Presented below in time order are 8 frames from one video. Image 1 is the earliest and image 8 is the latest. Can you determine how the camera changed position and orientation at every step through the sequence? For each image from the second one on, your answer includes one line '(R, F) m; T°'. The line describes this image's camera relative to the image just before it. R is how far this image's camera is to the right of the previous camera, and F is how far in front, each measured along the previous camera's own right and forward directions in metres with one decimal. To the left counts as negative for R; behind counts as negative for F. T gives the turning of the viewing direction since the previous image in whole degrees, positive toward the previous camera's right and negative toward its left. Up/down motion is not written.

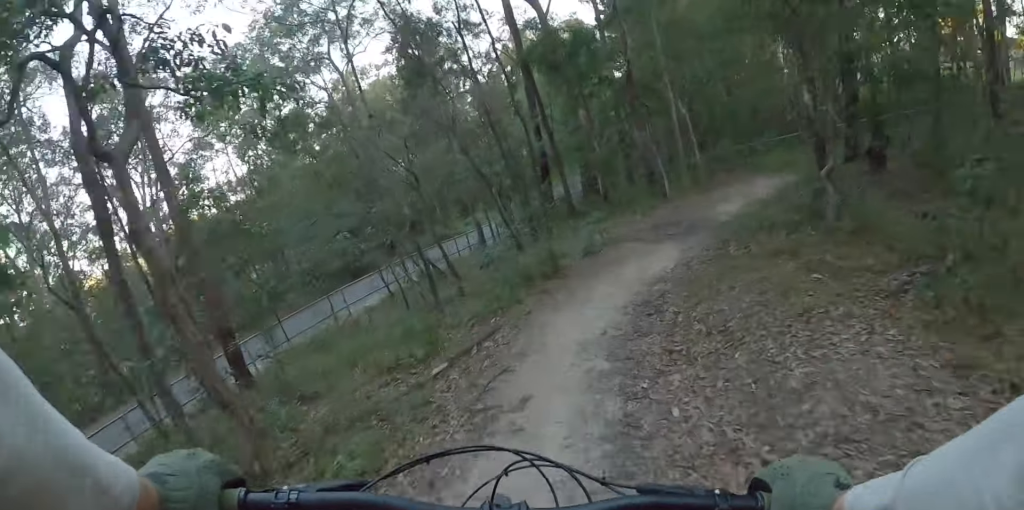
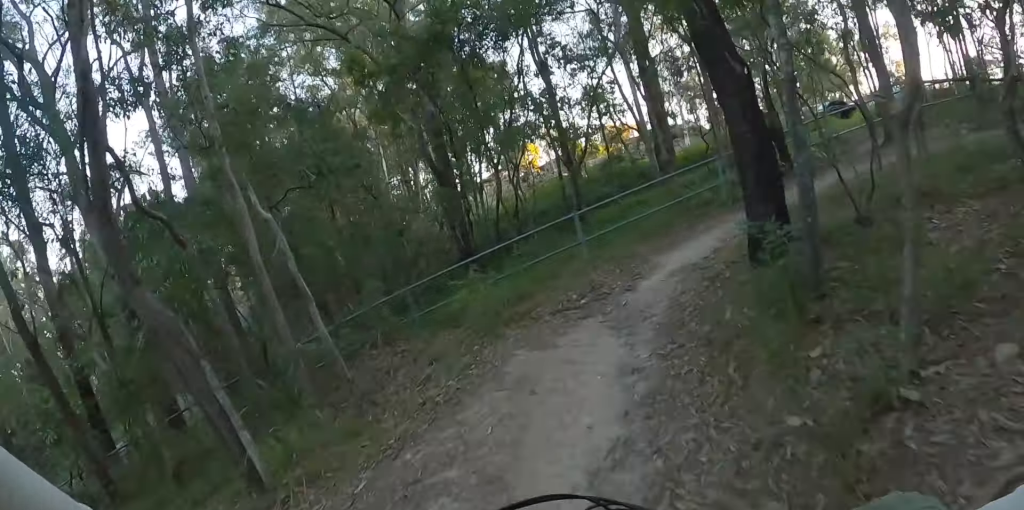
(+0.9, +6.0) m; +44°
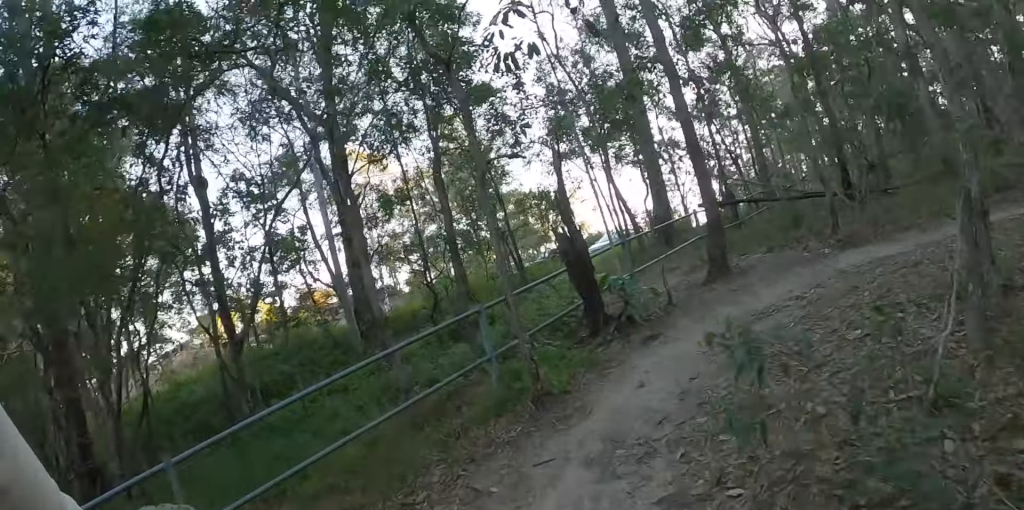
(+2.9, +2.5) m; +76°
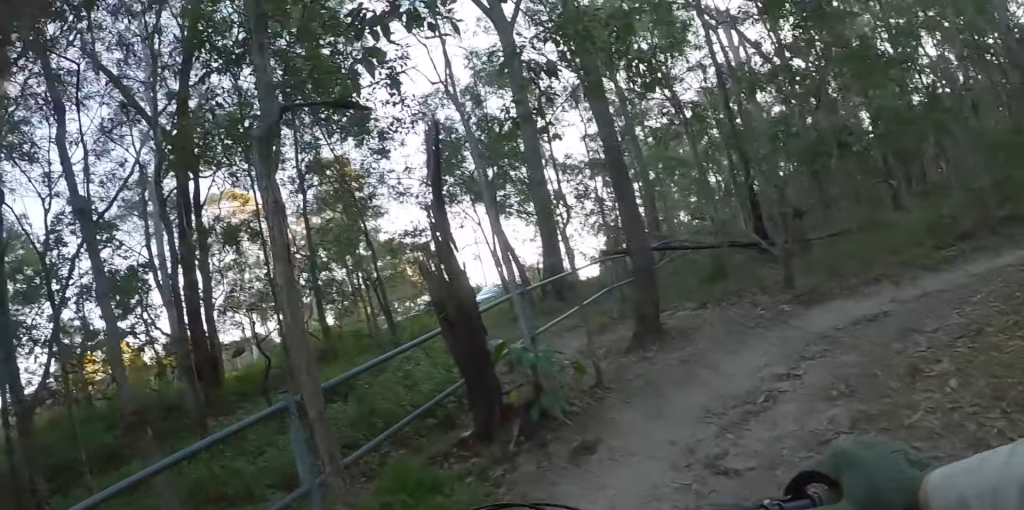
(+0.3, +2.2) m; +26°
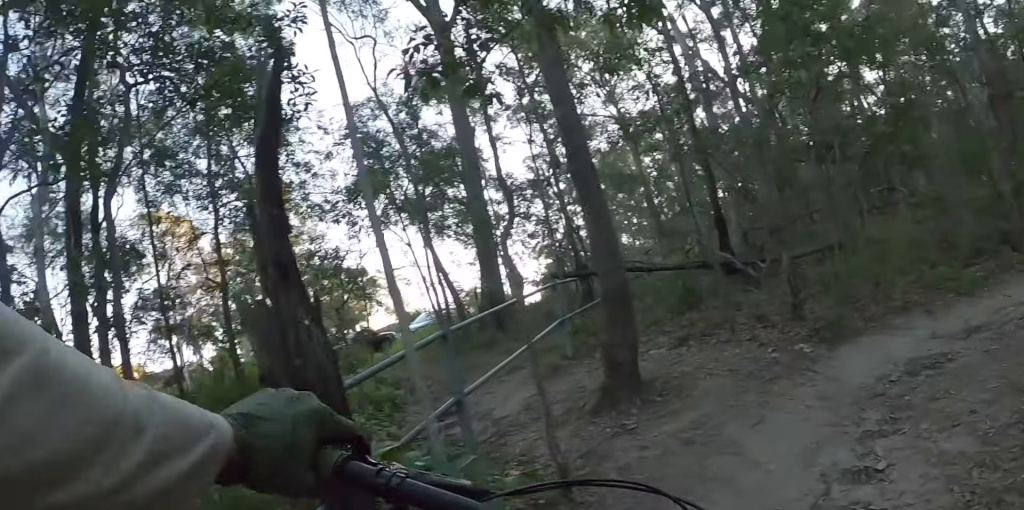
(+0.7, +2.5) m; +10°
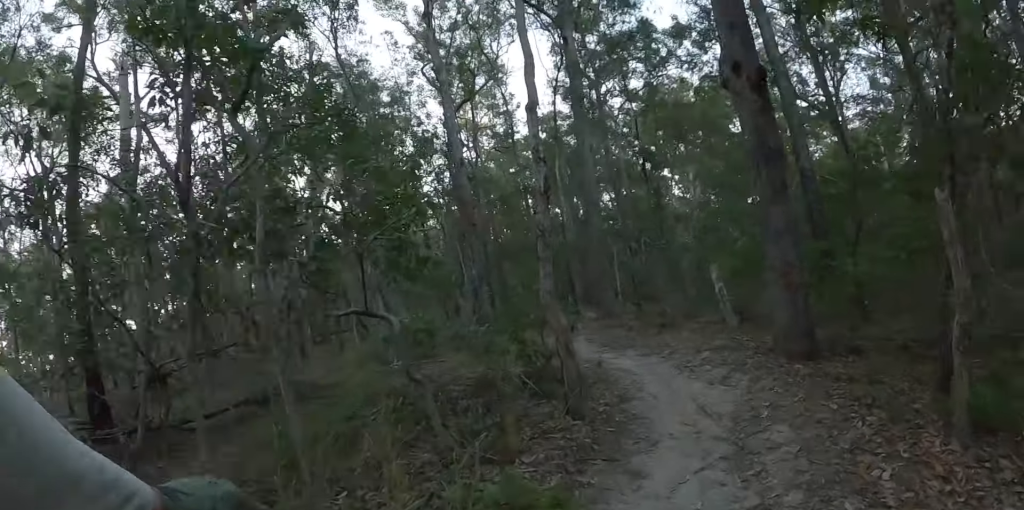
(+1.1, +8.0) m; +15°
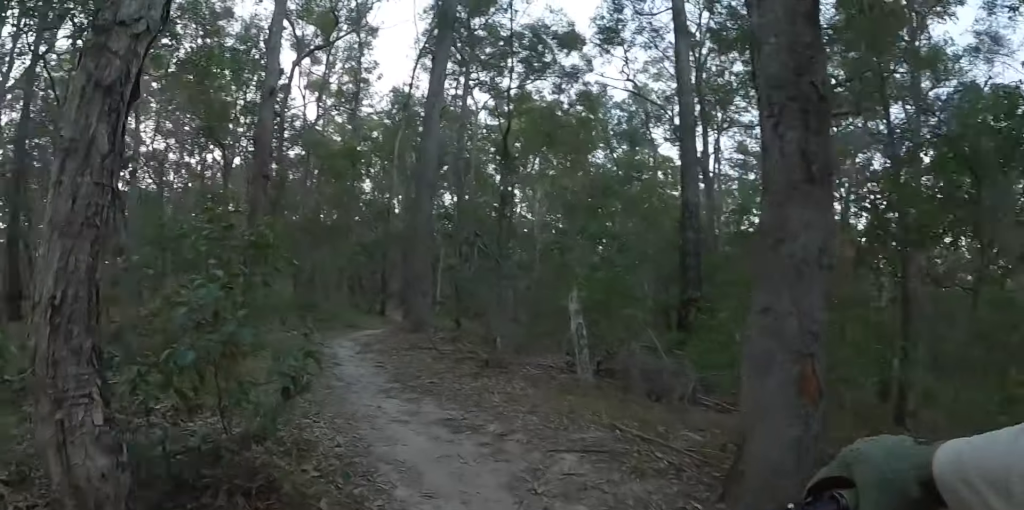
(+0.6, +5.6) m; 0°
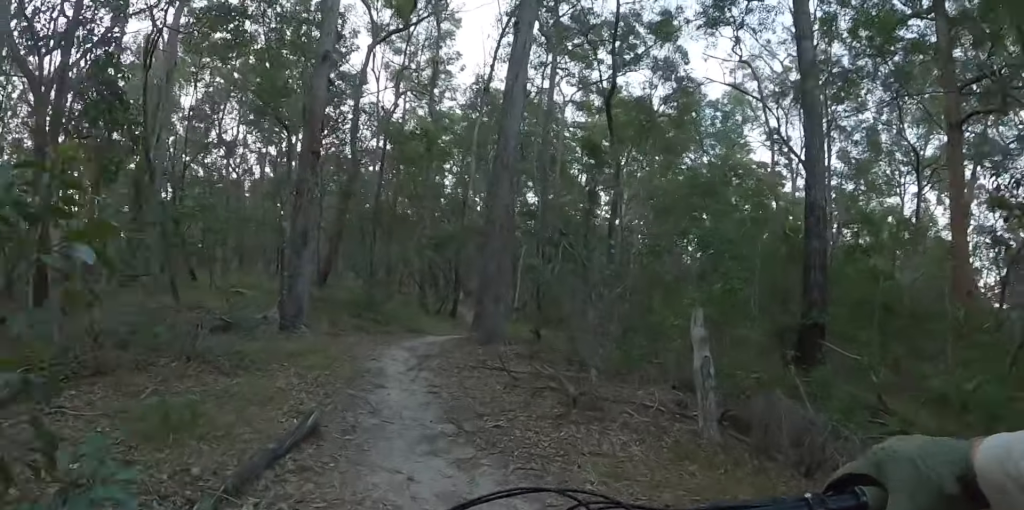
(-0.4, +3.0) m; 0°
